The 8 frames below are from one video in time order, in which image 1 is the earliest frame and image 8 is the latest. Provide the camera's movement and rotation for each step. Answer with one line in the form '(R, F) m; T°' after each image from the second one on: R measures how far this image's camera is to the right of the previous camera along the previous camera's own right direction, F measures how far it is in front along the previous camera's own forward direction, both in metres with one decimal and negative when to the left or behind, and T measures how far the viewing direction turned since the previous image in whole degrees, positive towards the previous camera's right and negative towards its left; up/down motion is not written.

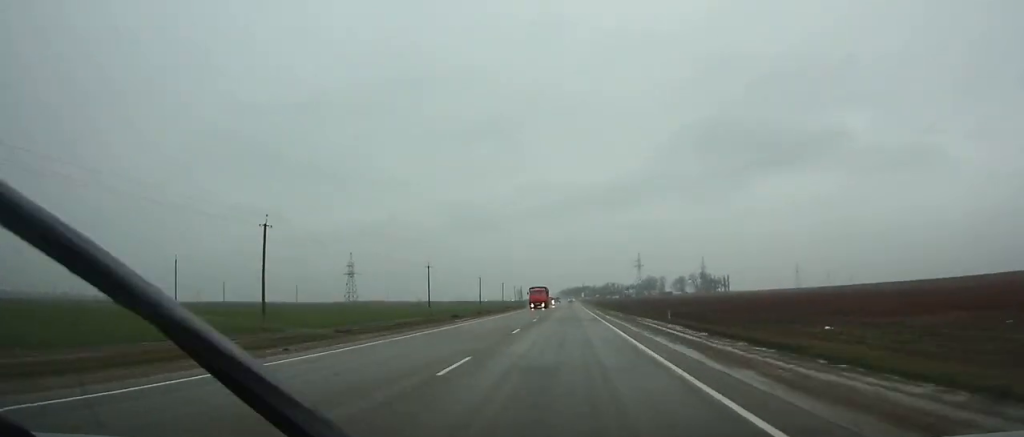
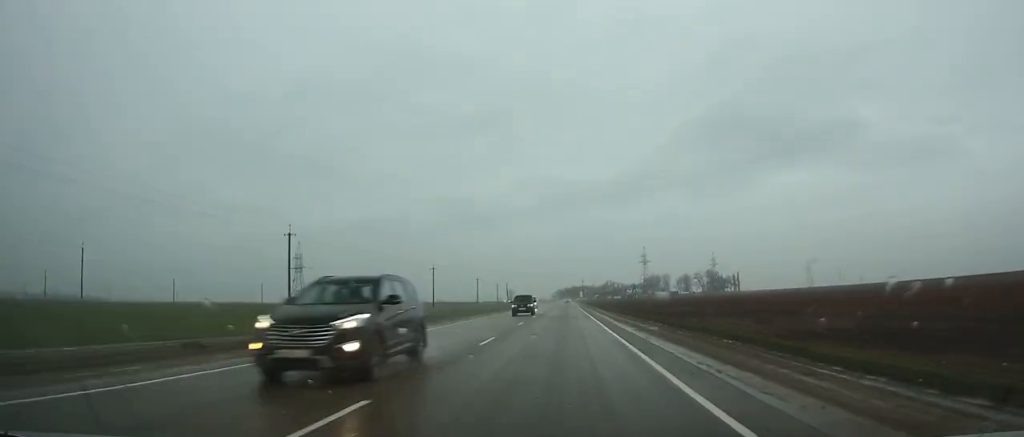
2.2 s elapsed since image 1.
(0.0, +53.1) m; 0°
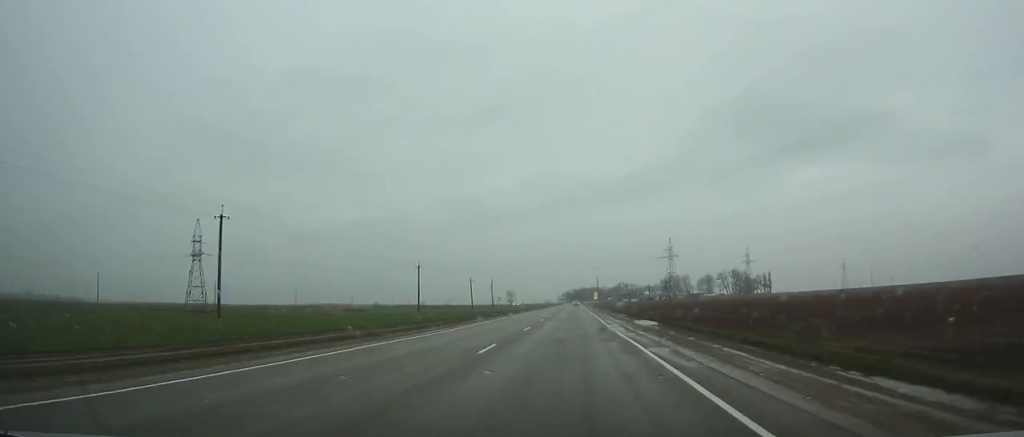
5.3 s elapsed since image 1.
(-0.1, +75.0) m; 0°
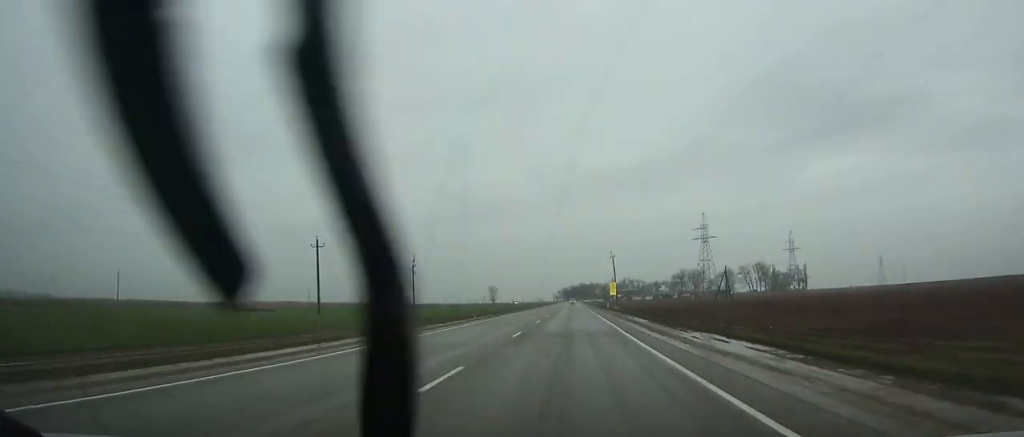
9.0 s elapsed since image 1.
(+0.1, +90.1) m; 0°
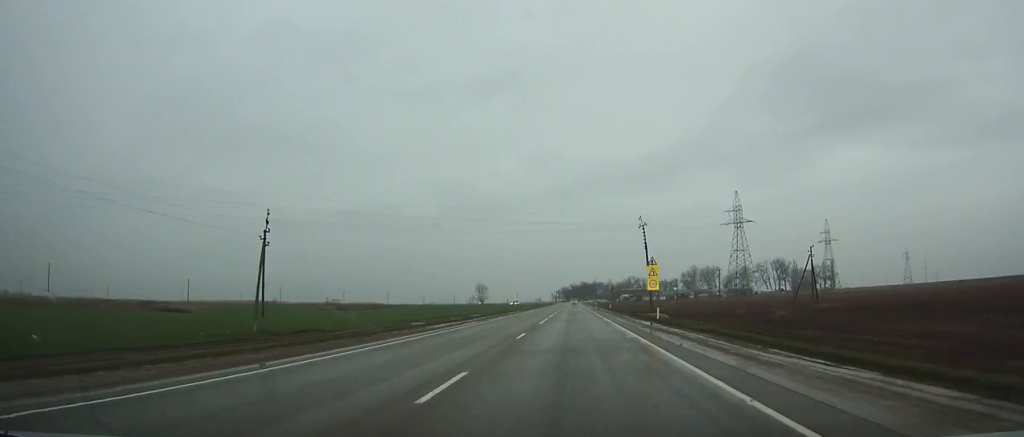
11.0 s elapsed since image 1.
(-0.1, +48.8) m; 0°
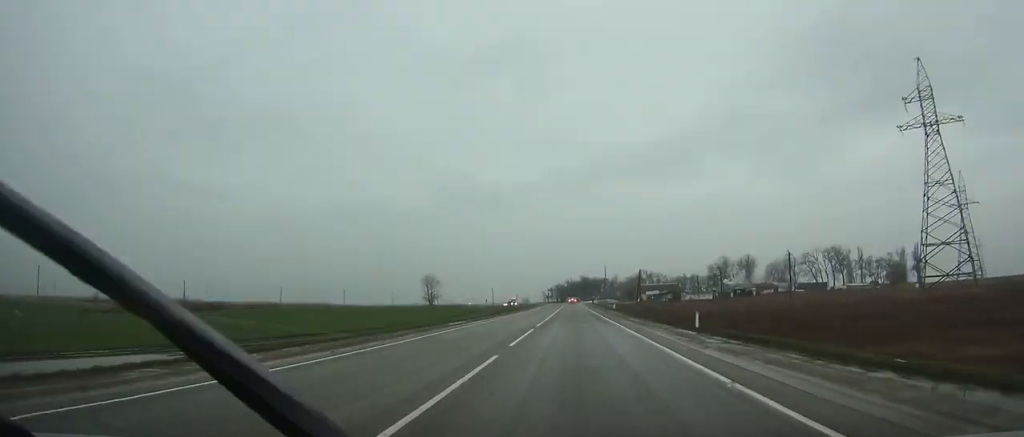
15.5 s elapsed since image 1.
(0.0, +109.6) m; 0°
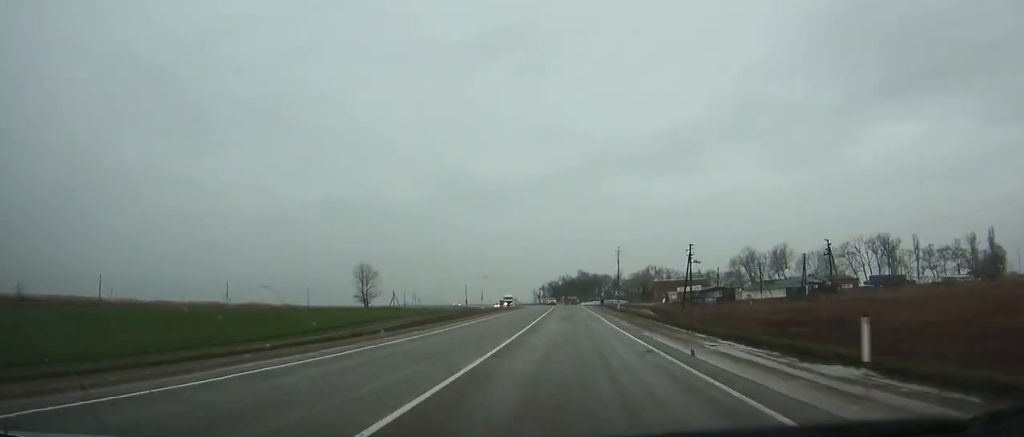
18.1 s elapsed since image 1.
(+0.4, +62.5) m; 0°
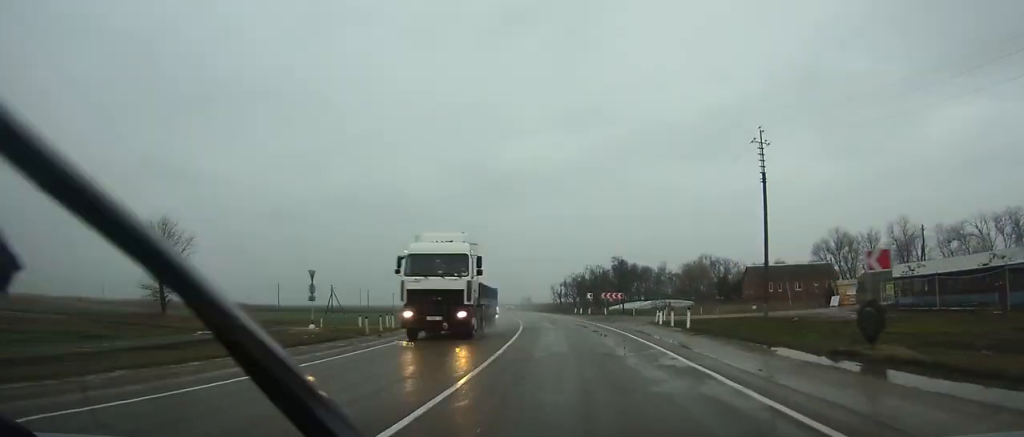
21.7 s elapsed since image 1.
(-1.8, +85.0) m; -5°
